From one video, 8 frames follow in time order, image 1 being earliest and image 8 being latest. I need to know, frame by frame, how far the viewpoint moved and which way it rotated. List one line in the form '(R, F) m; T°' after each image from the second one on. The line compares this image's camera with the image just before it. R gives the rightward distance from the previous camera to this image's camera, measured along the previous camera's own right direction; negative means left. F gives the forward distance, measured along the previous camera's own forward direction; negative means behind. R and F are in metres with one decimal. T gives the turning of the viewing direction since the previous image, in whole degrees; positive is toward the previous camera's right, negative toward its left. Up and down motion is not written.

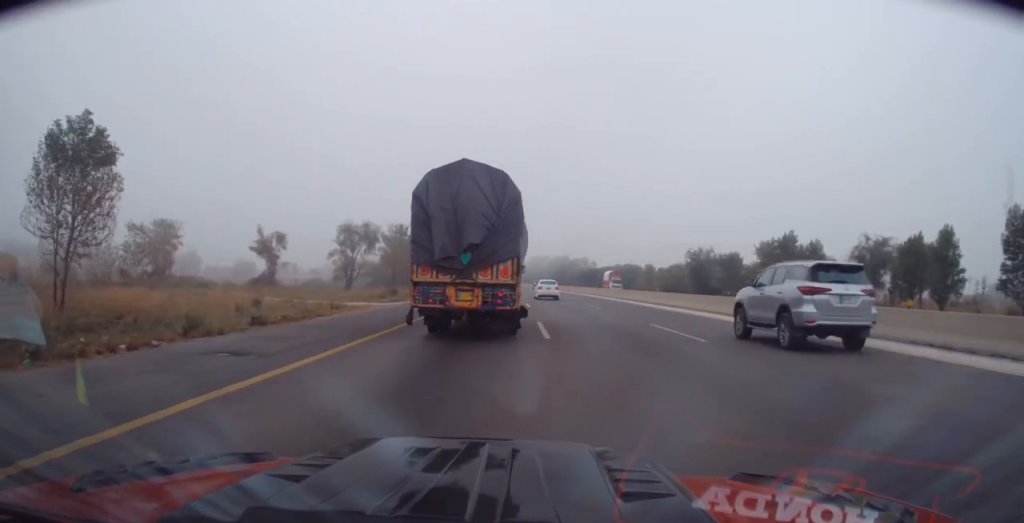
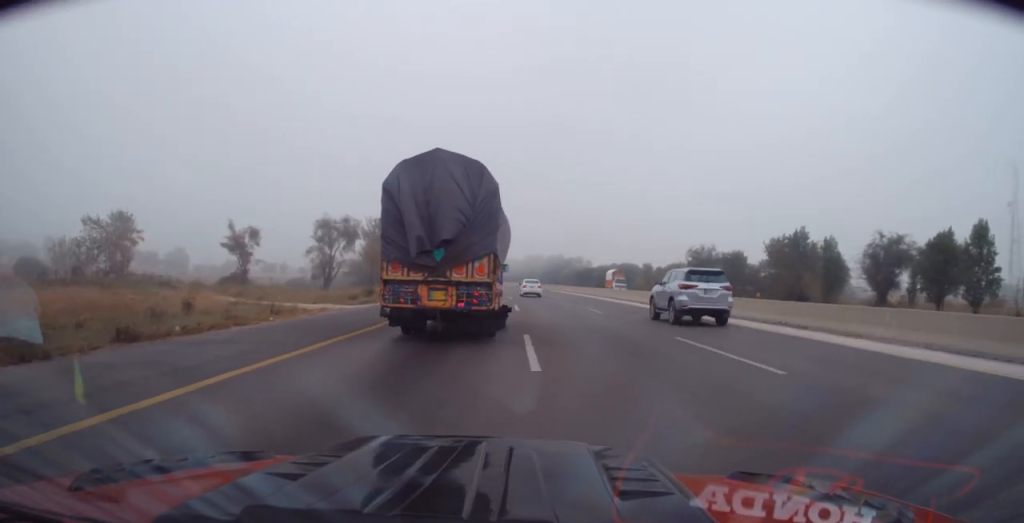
(0.0, +5.3) m; 0°
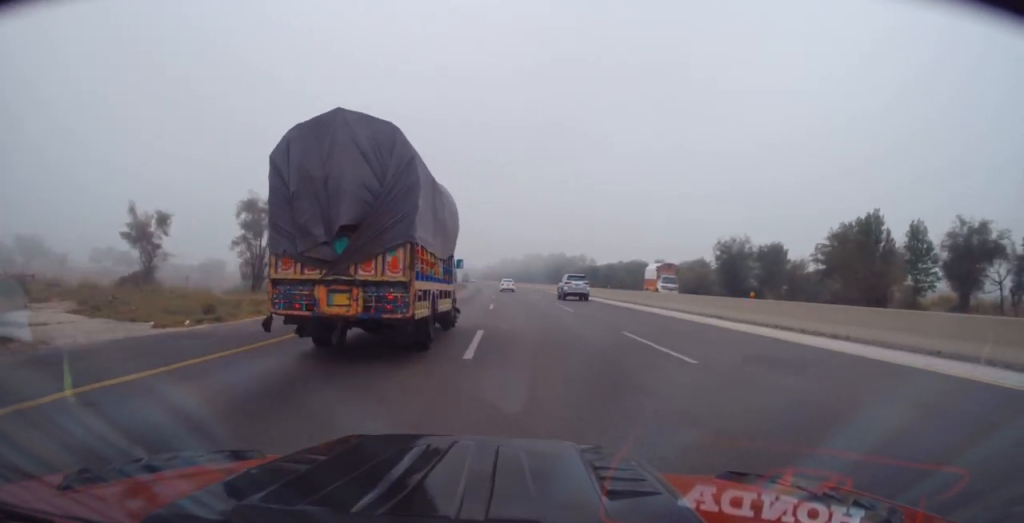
(-0.2, +16.7) m; 0°
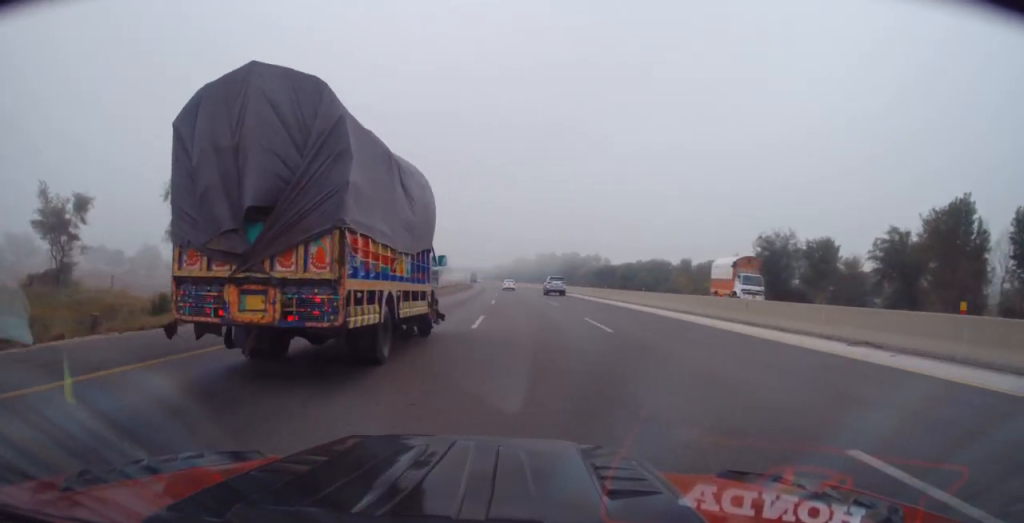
(+0.2, +11.5) m; 0°
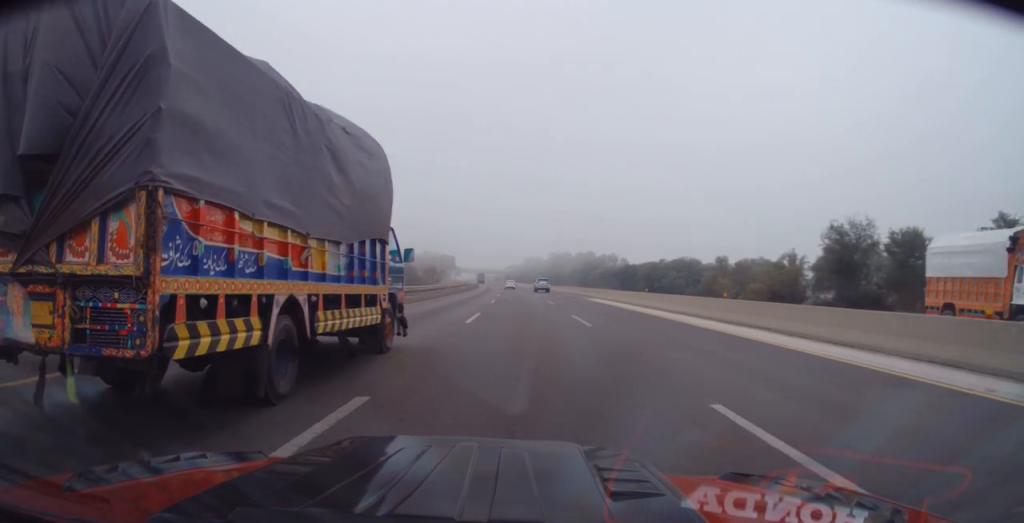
(-0.3, +15.7) m; -3°
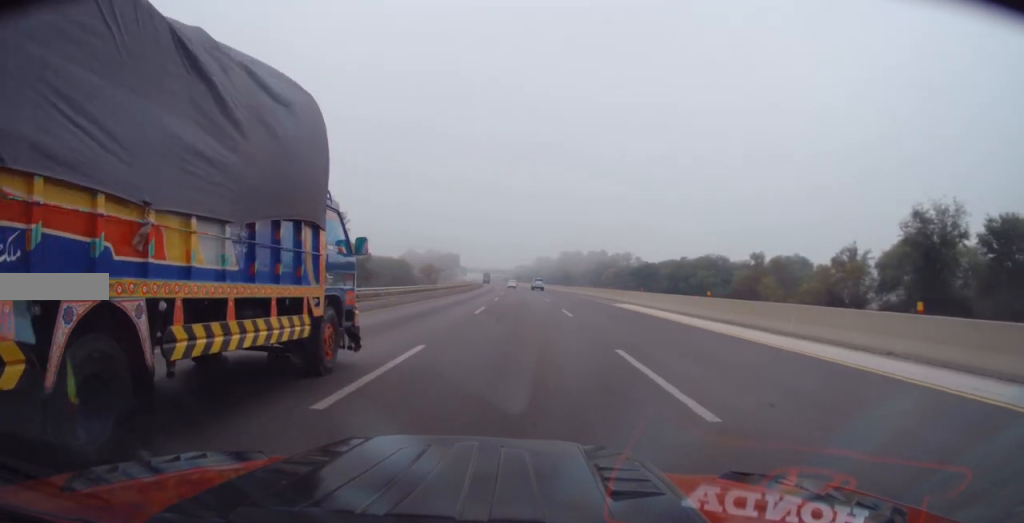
(-0.3, +13.2) m; -2°
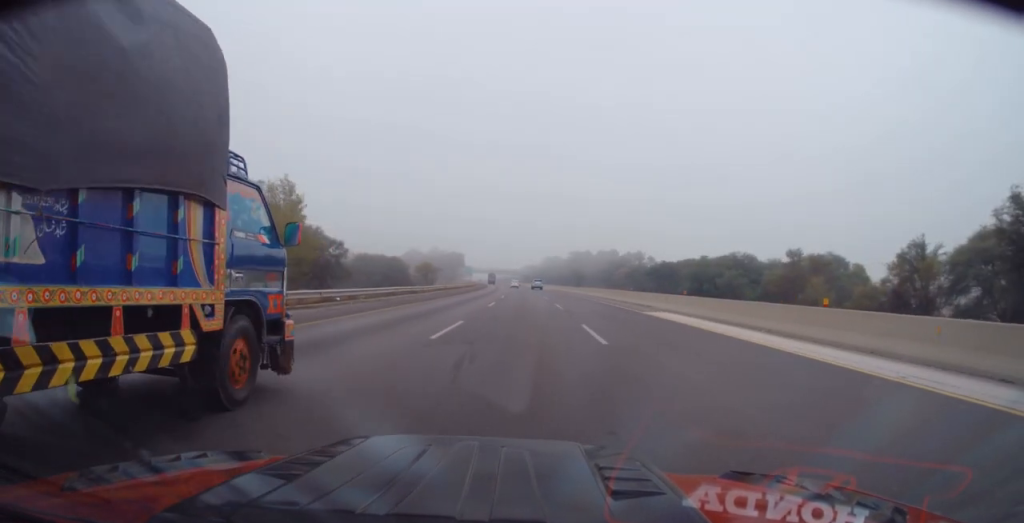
(-0.2, +10.6) m; 0°
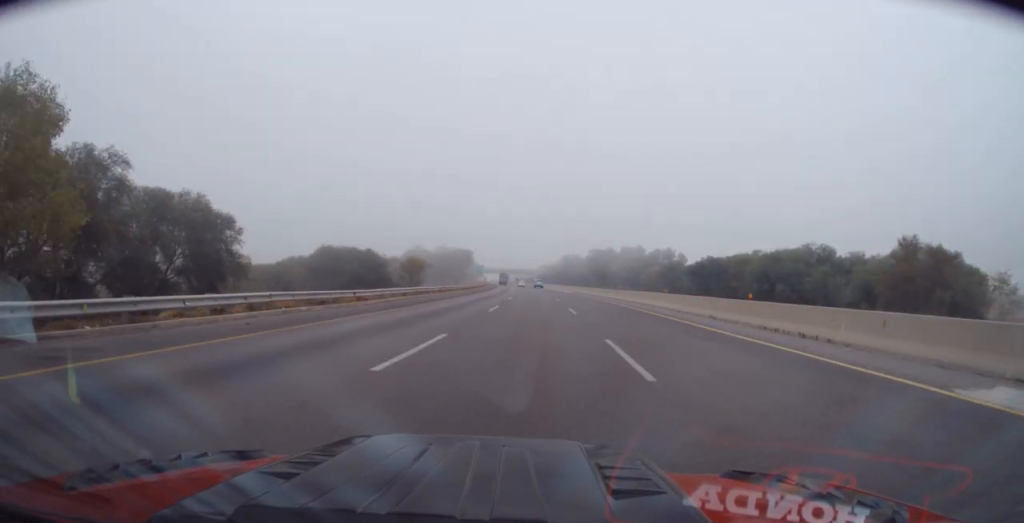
(+0.3, +23.0) m; +1°
